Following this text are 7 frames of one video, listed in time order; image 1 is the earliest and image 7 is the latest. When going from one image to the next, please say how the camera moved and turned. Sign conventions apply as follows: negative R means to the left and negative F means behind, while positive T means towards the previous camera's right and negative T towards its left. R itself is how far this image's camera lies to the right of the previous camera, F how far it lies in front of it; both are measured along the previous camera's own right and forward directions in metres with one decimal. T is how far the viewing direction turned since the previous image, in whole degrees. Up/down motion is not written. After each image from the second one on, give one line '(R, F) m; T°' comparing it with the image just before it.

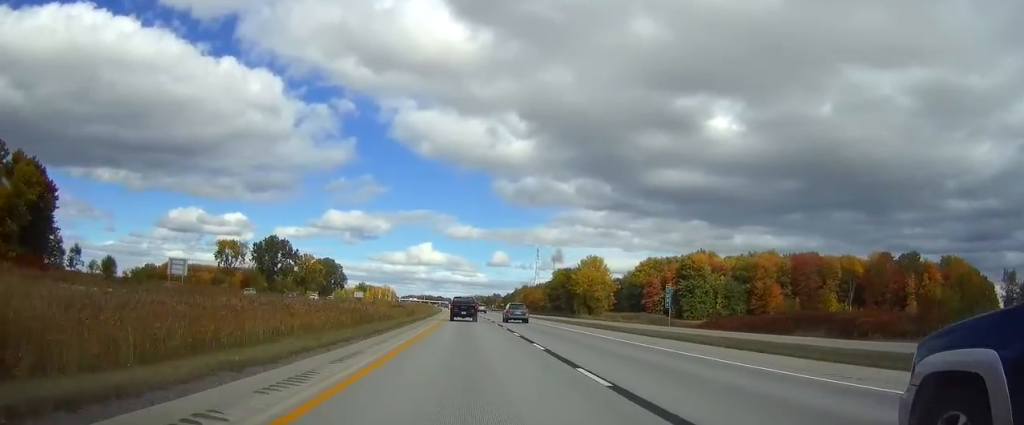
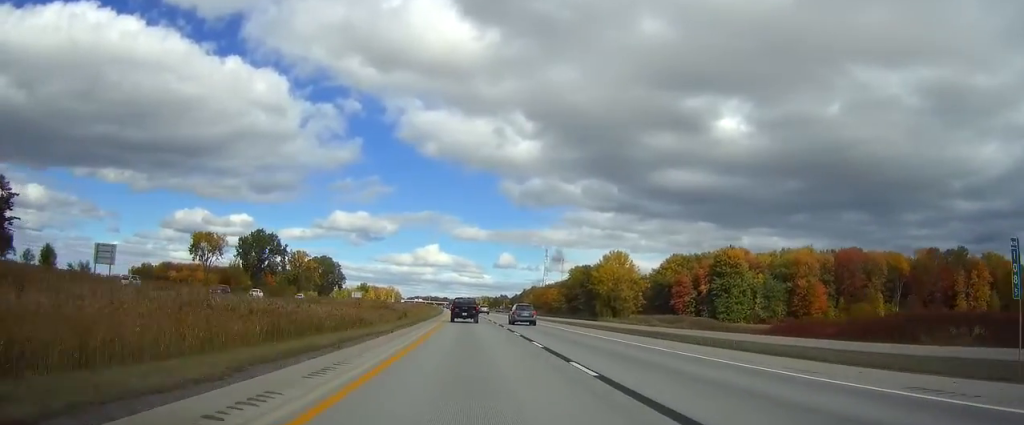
(0.0, +24.9) m; 0°
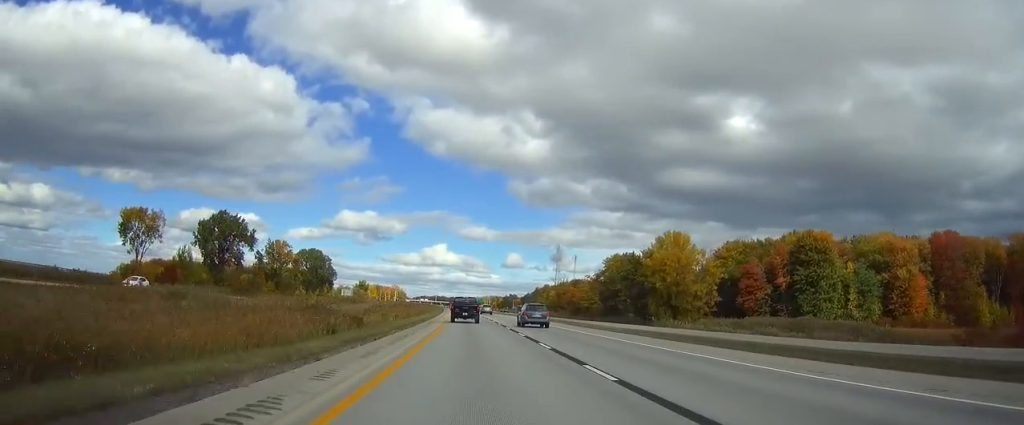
(0.0, +45.3) m; 0°
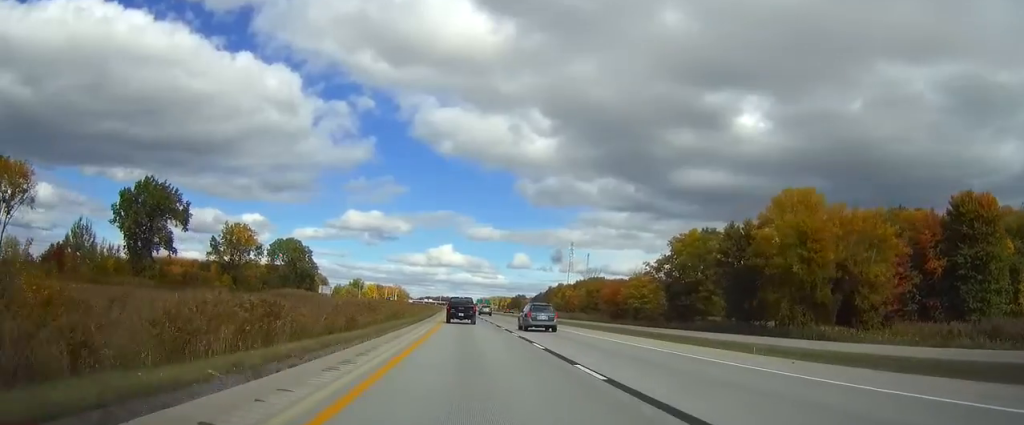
(0.0, +53.2) m; 0°
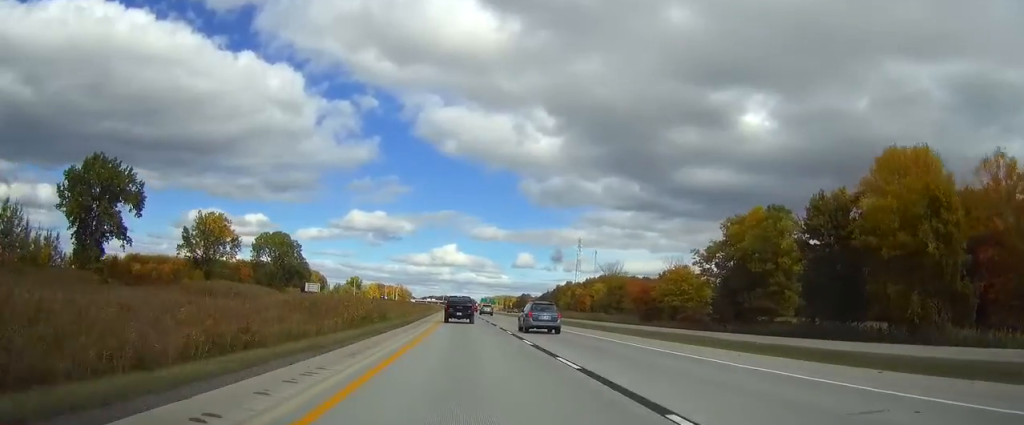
(0.0, +24.9) m; -1°
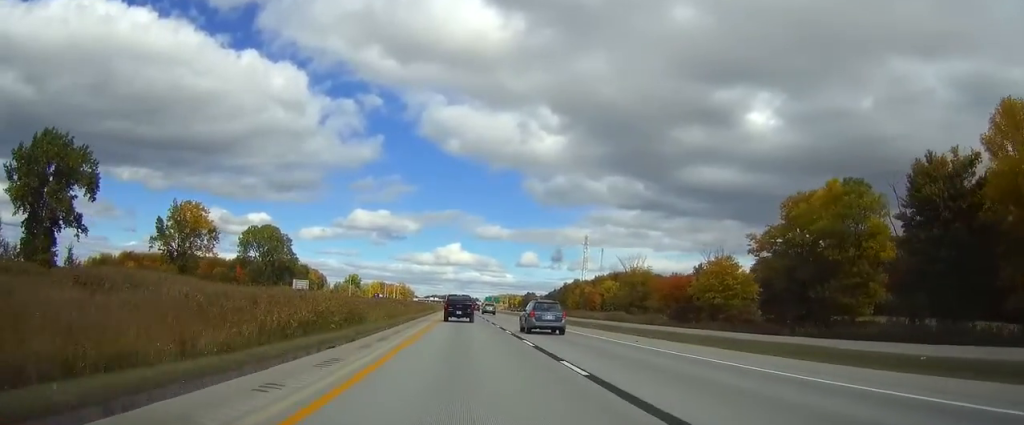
(-0.3, +19.3) m; -1°
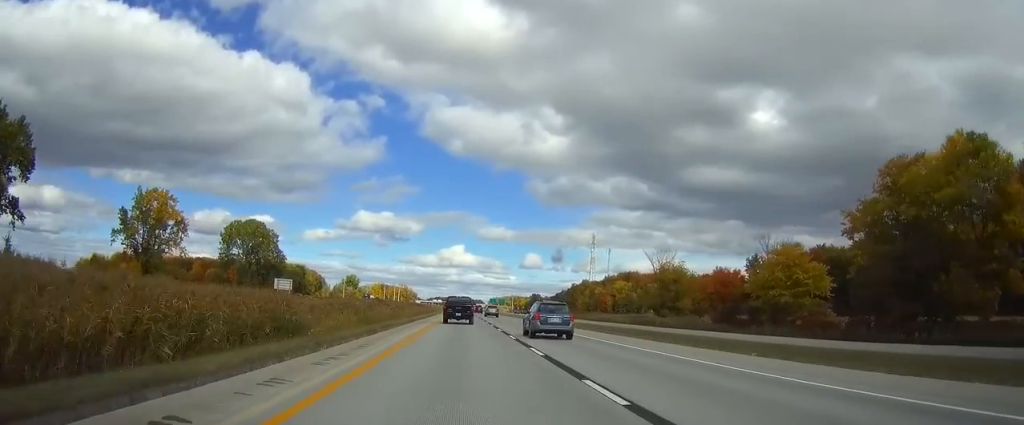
(-0.4, +21.5) m; -1°
